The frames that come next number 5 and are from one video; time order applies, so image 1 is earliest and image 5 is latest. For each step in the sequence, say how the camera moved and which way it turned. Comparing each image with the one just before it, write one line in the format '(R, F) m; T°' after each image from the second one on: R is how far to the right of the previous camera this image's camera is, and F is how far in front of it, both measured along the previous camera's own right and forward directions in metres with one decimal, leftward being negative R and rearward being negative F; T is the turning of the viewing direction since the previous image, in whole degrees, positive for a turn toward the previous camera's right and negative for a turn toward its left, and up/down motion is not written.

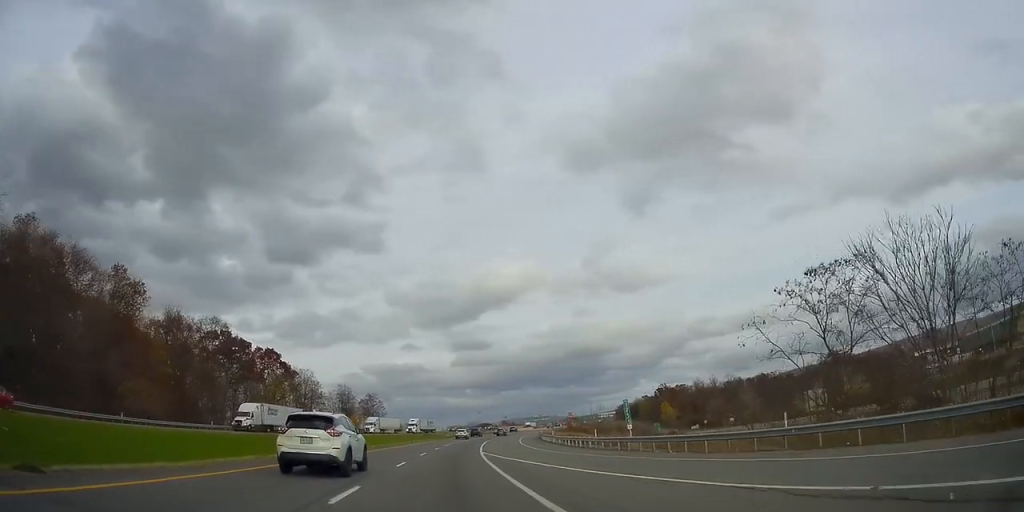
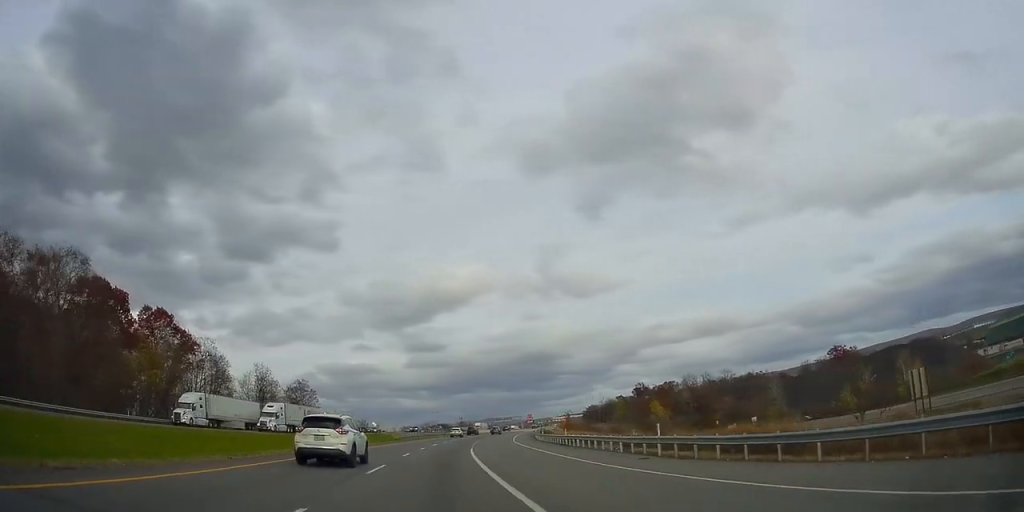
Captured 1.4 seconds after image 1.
(+1.0, +40.6) m; +5°
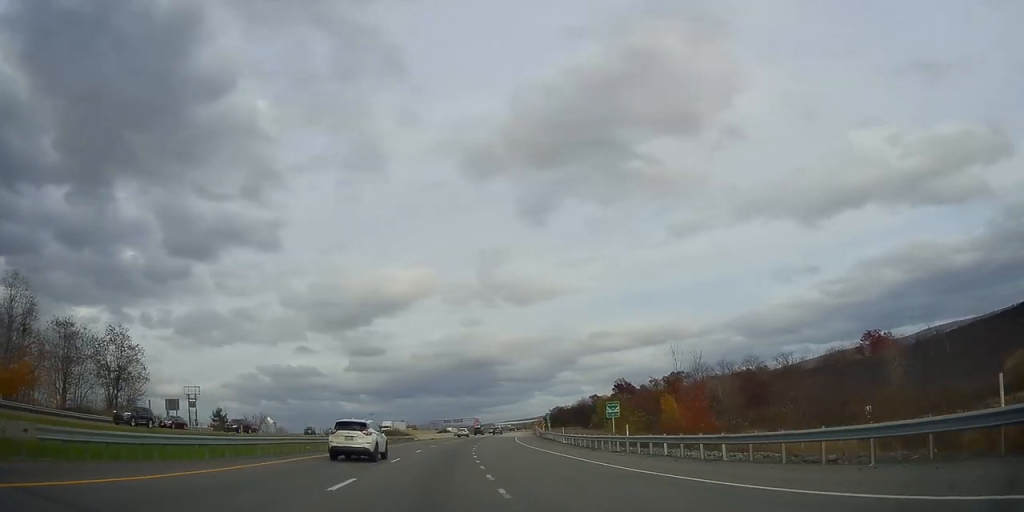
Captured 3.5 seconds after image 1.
(+4.4, +63.8) m; +7°
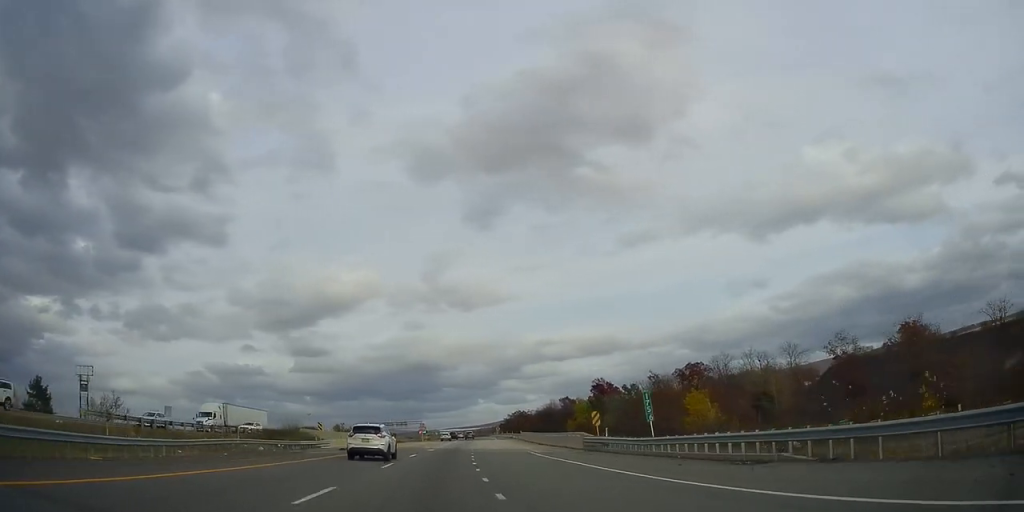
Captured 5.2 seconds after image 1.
(+2.7, +50.6) m; +5°
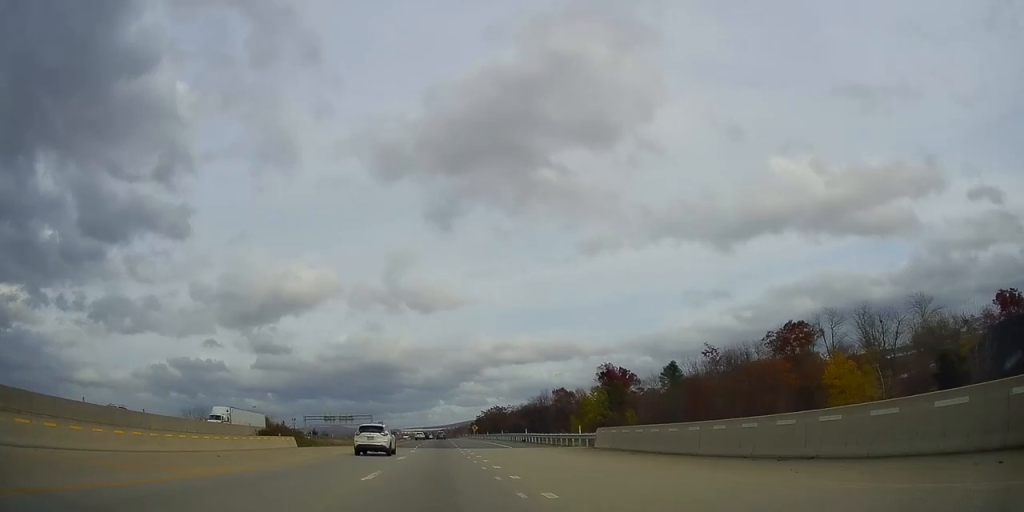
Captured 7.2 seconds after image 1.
(+3.1, +58.4) m; +6°
